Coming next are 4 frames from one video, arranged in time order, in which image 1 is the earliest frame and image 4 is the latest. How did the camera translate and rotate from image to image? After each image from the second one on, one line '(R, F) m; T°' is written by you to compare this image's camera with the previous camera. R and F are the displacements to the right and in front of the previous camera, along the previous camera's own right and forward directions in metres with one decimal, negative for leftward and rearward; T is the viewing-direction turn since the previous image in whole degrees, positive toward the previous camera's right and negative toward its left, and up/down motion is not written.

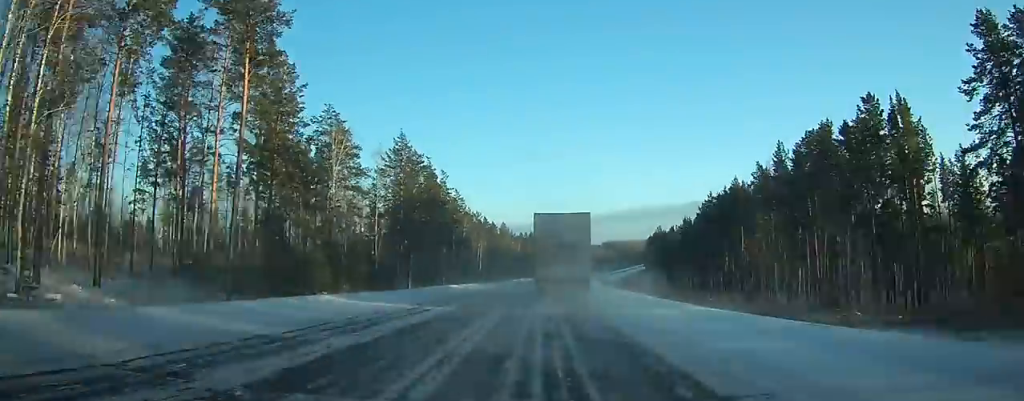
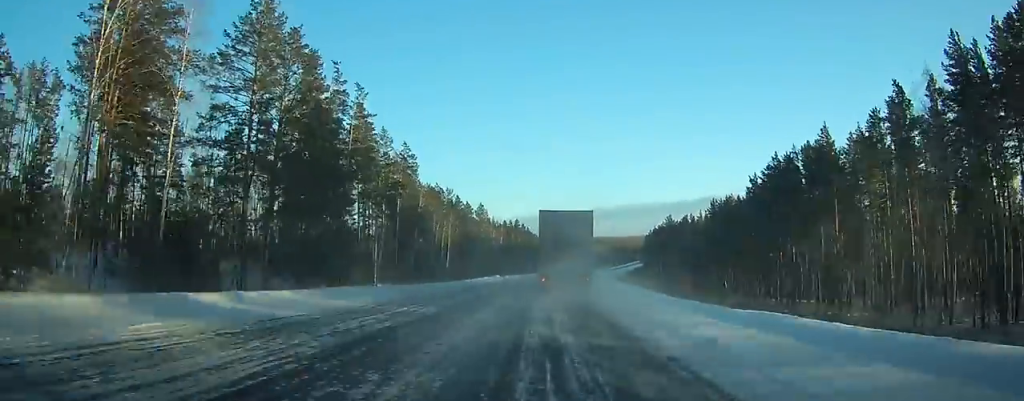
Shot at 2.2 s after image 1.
(+0.6, +44.9) m; +2°
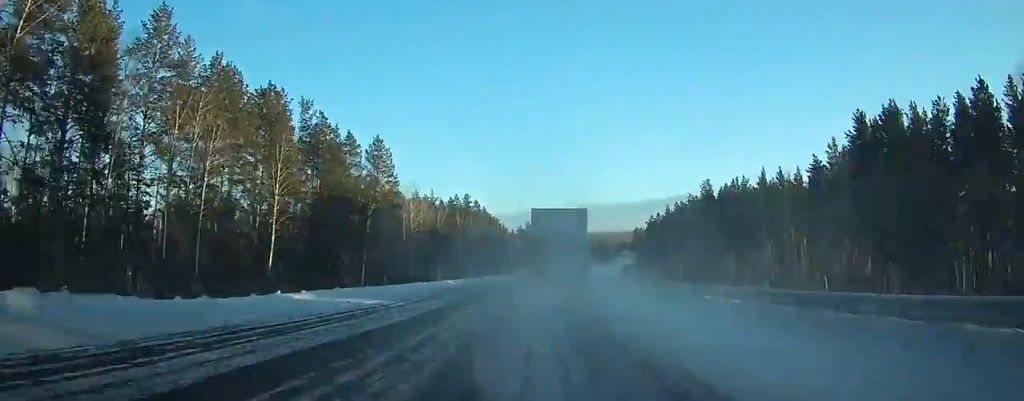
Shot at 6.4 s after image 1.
(+2.3, +86.3) m; +3°
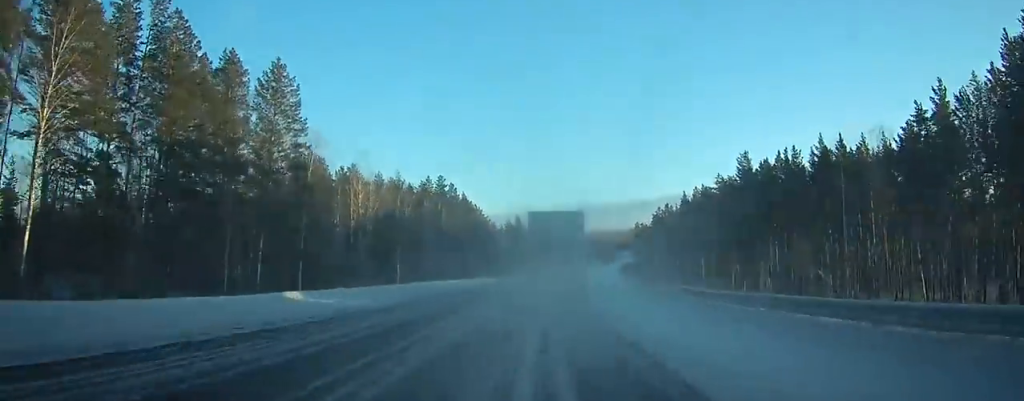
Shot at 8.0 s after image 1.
(+0.4, +32.8) m; +1°
